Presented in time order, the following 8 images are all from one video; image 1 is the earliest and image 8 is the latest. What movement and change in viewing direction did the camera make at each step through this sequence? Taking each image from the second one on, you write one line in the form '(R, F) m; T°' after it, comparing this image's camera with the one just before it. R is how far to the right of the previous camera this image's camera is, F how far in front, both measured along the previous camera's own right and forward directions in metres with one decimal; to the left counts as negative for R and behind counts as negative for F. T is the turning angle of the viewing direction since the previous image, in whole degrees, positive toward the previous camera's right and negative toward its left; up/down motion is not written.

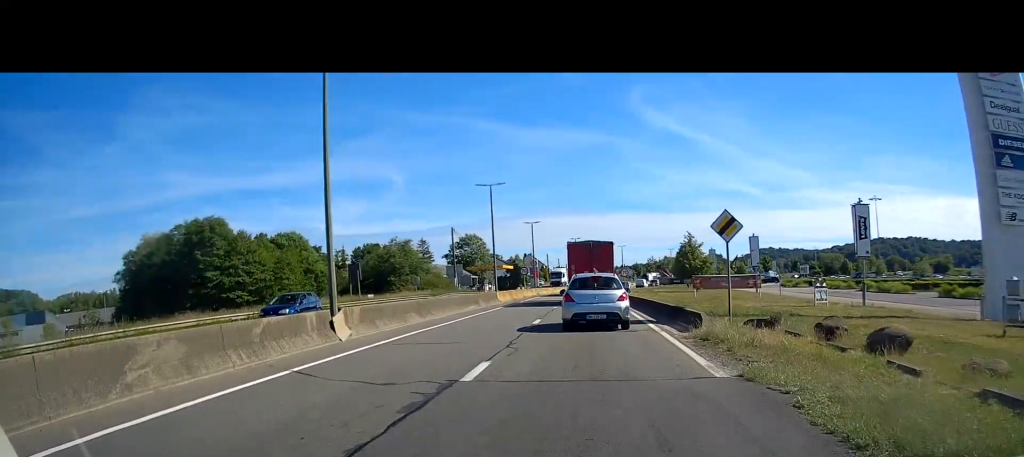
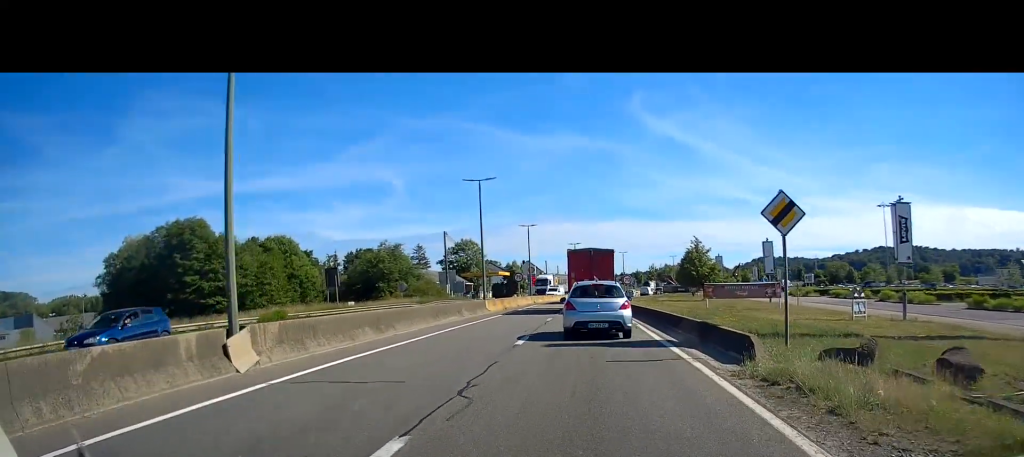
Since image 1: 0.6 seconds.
(0.0, +4.8) m; 0°
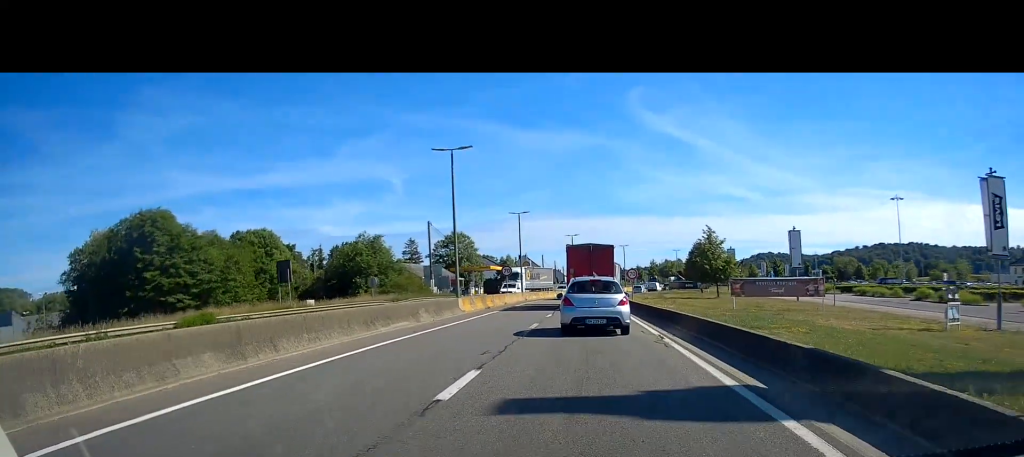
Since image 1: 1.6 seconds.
(0.0, +7.9) m; 0°
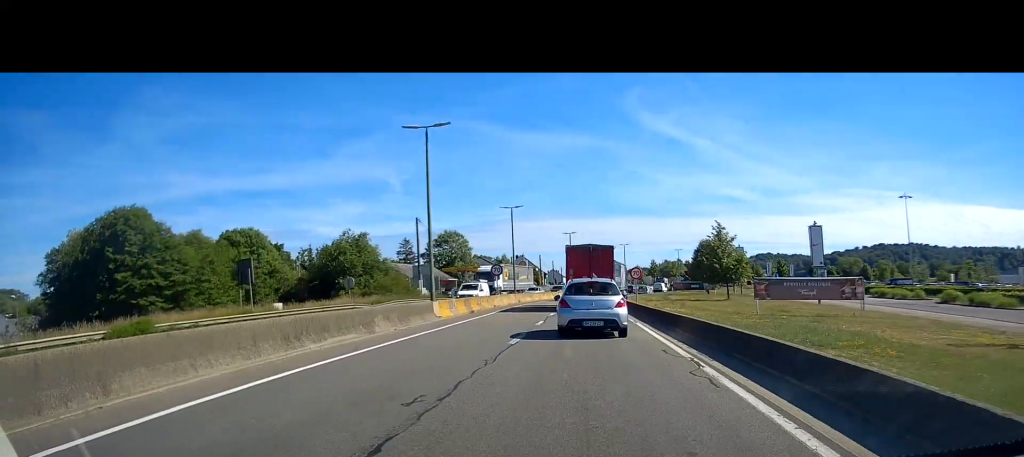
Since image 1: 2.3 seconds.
(0.0, +4.9) m; 0°
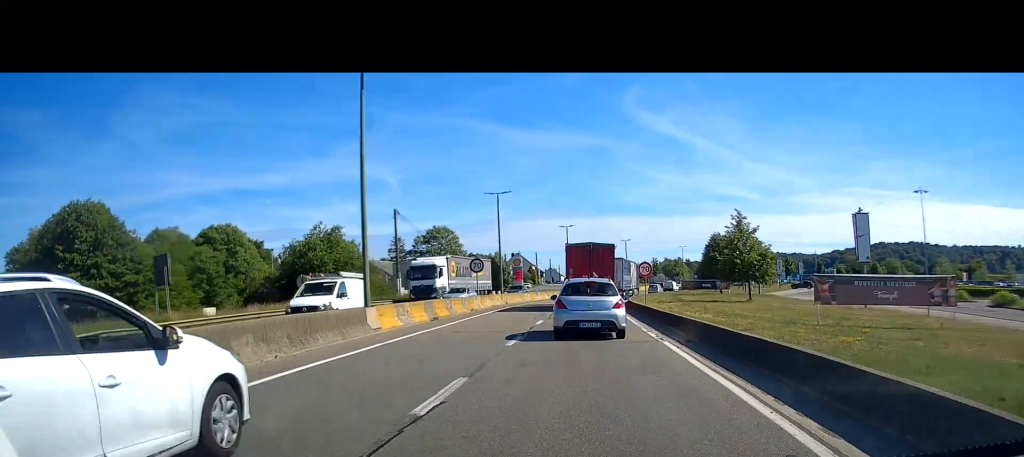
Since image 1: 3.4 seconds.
(0.0, +7.8) m; 0°
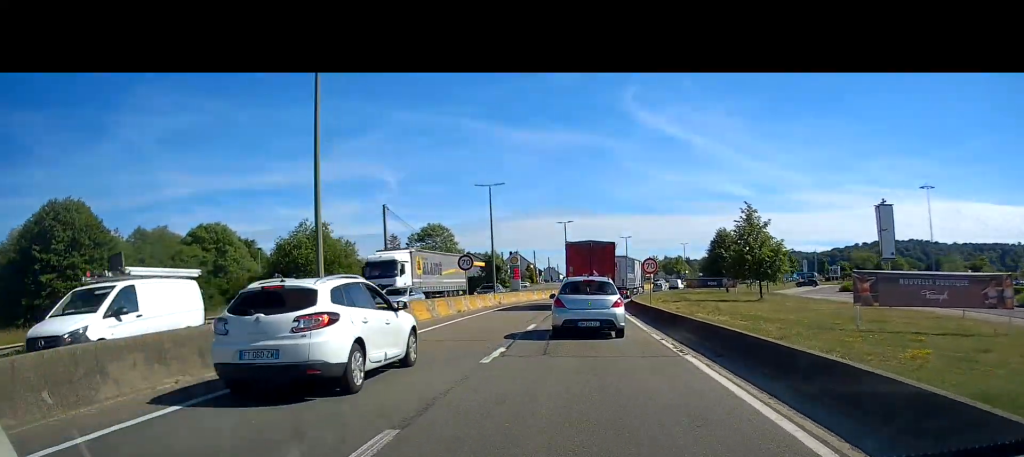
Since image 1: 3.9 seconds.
(0.0, +3.2) m; 0°
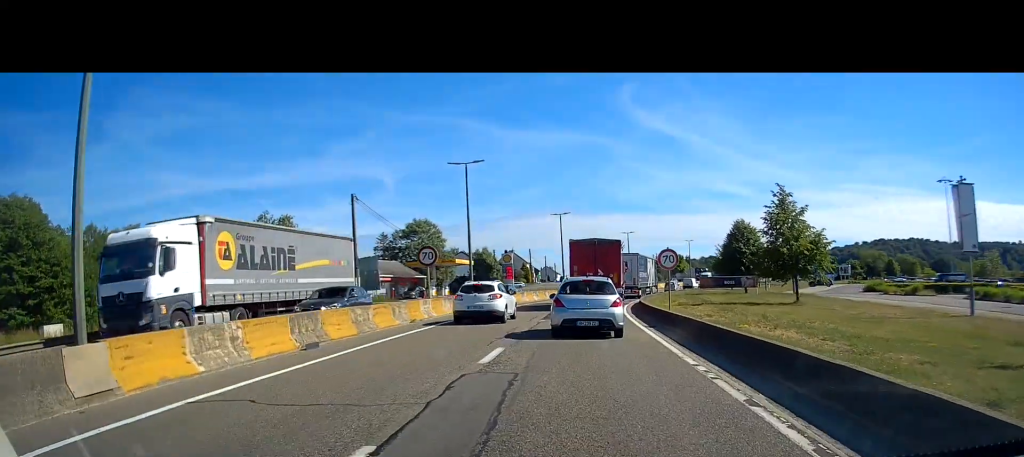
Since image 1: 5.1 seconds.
(0.0, +7.9) m; 0°
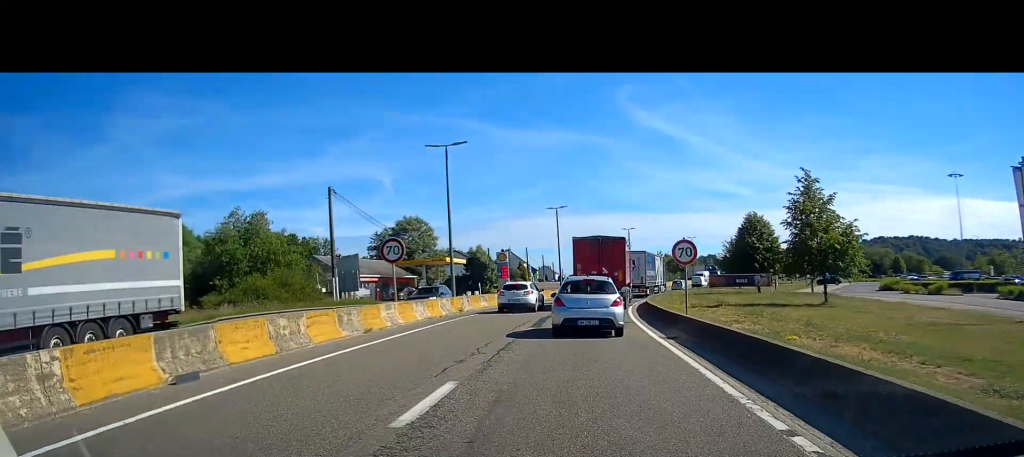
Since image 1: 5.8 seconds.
(0.0, +4.7) m; 0°
